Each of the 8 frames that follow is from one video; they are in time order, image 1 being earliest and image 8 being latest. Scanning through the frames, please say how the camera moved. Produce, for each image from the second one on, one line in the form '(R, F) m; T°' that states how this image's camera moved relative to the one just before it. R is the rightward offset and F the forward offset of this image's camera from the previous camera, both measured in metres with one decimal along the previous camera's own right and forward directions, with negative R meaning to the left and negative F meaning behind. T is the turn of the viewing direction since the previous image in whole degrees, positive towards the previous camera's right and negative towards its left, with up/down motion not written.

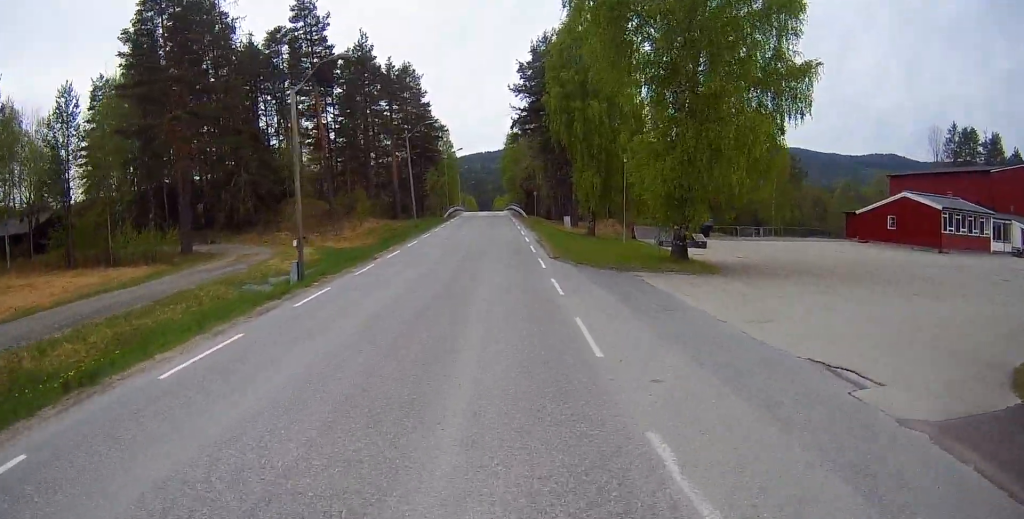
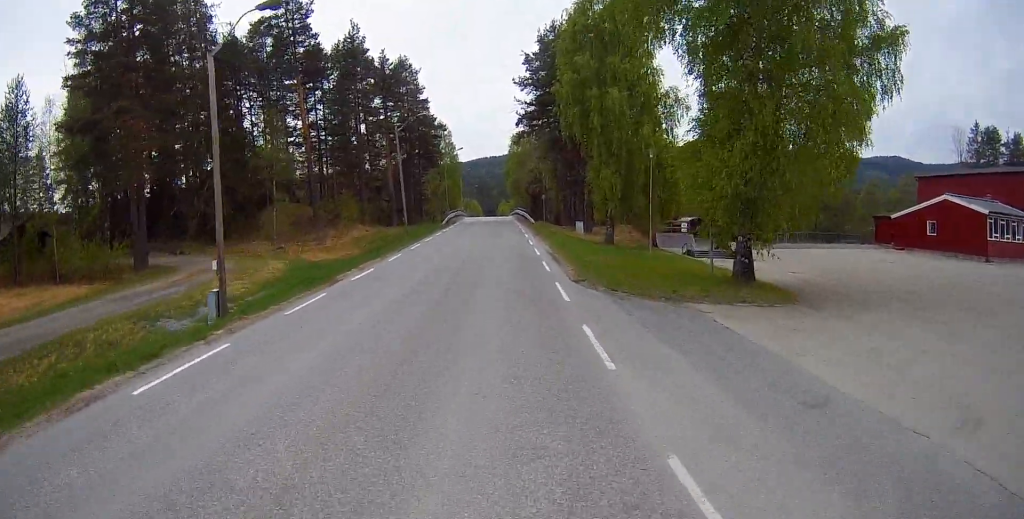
(0.0, +6.3) m; -1°
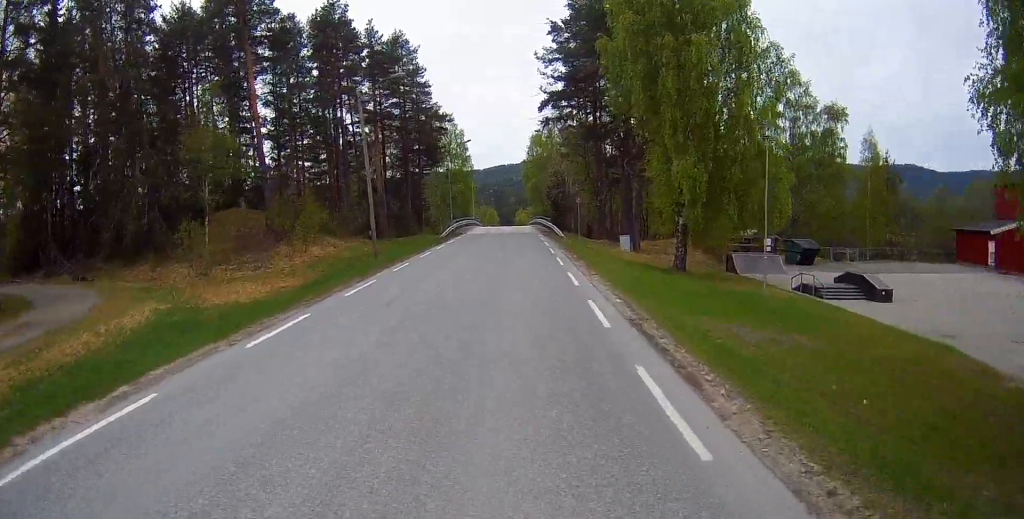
(-0.4, +14.6) m; -2°
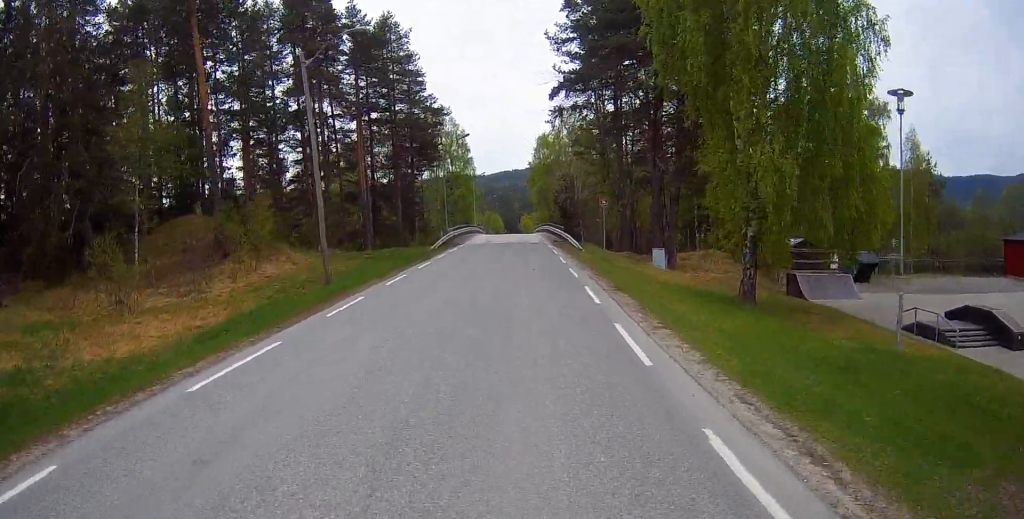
(0.0, +8.2) m; +1°
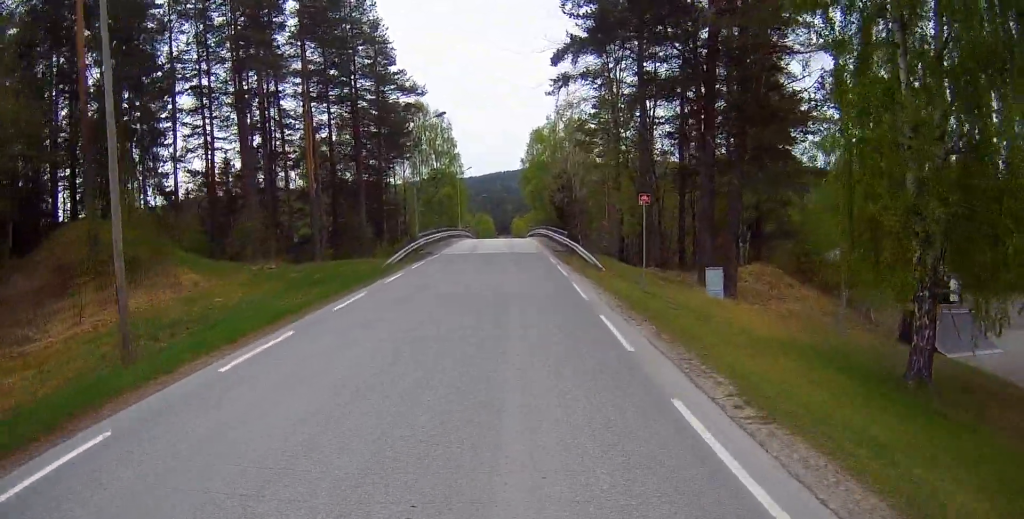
(+0.2, +10.4) m; +2°
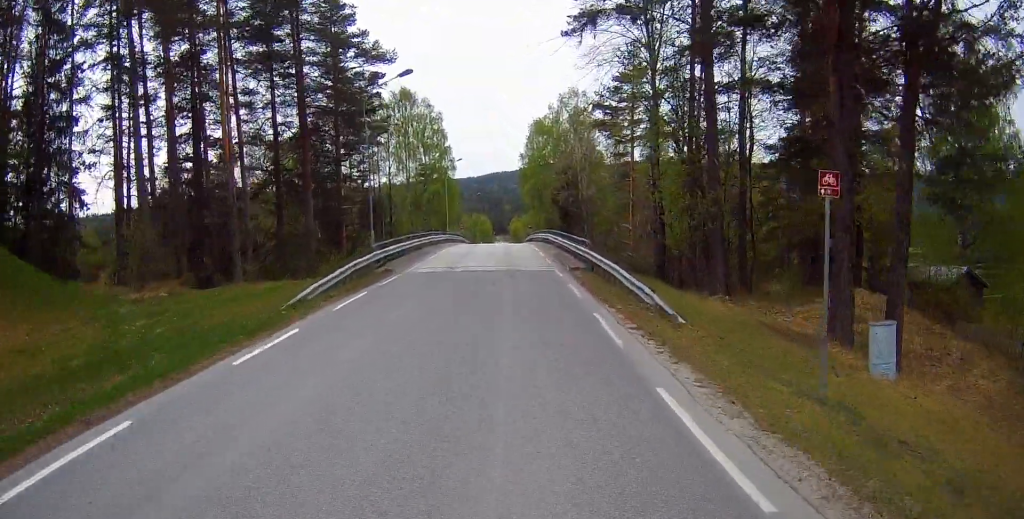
(+0.2, +10.8) m; -1°
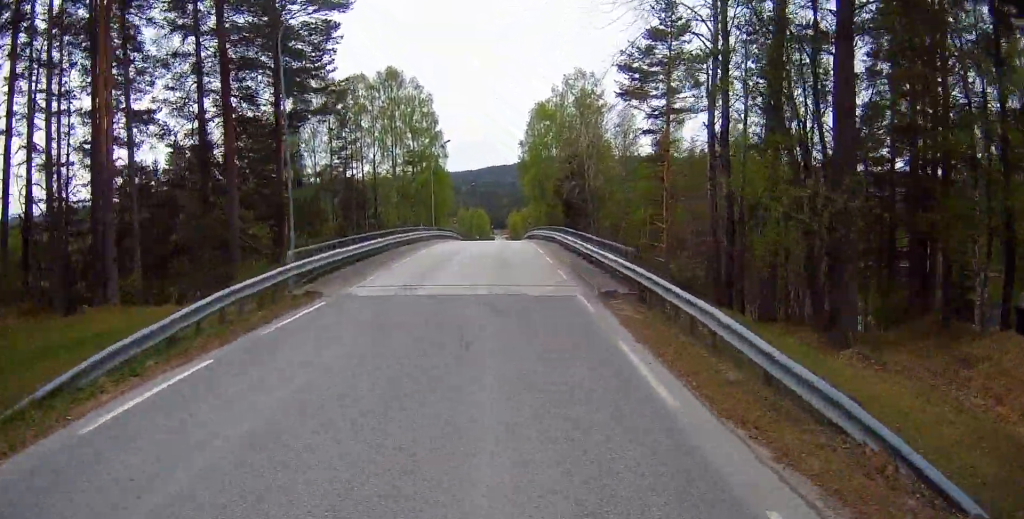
(-0.3, +9.0) m; -1°
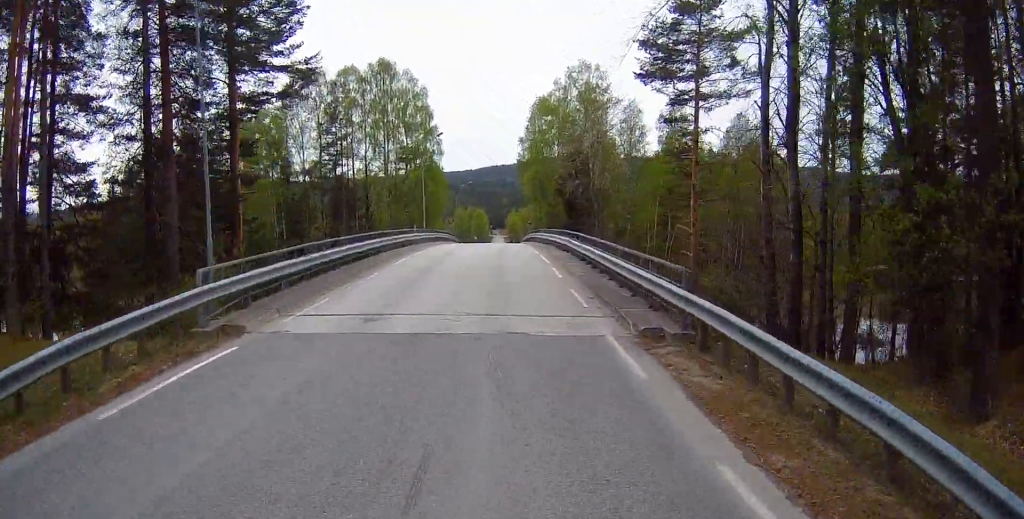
(-0.1, +4.9) m; 0°
